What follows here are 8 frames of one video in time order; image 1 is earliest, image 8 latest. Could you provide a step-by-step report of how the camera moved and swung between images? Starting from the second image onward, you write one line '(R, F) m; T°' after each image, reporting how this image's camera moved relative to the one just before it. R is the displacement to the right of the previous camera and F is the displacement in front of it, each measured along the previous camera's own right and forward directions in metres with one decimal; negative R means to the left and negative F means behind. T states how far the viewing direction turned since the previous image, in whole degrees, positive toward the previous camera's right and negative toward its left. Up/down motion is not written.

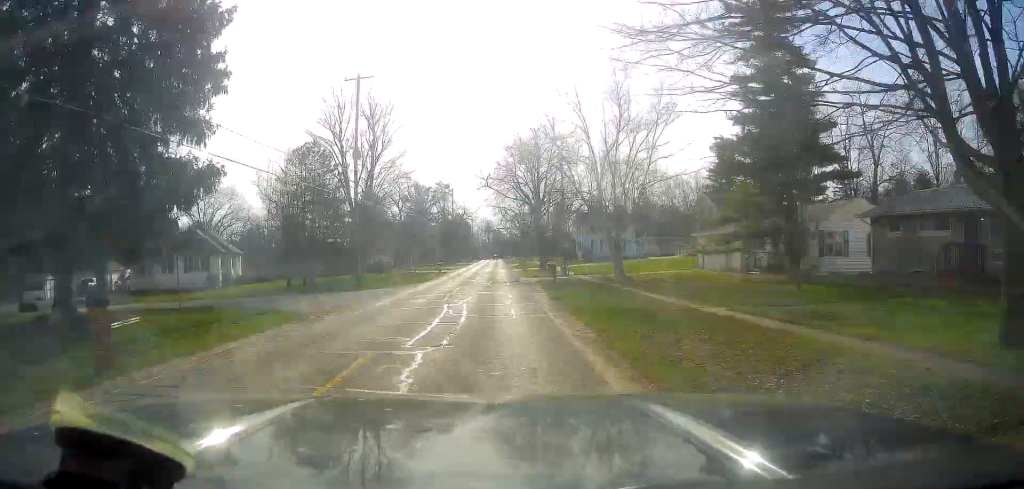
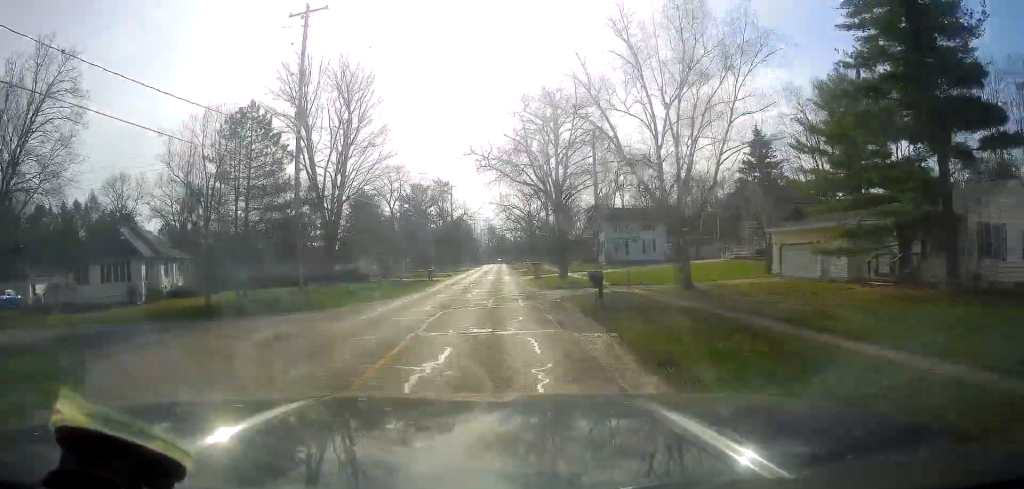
(-0.6, +13.5) m; 0°
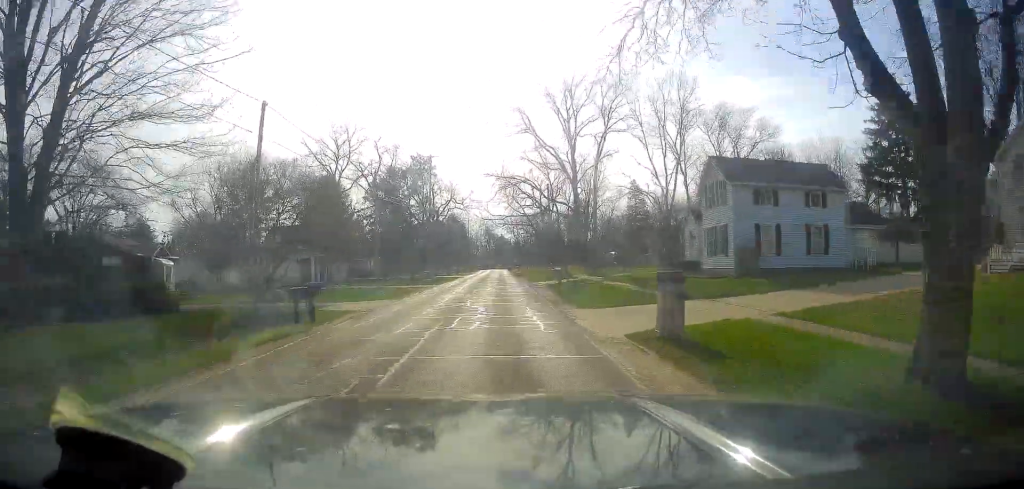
(+0.9, +37.1) m; +3°
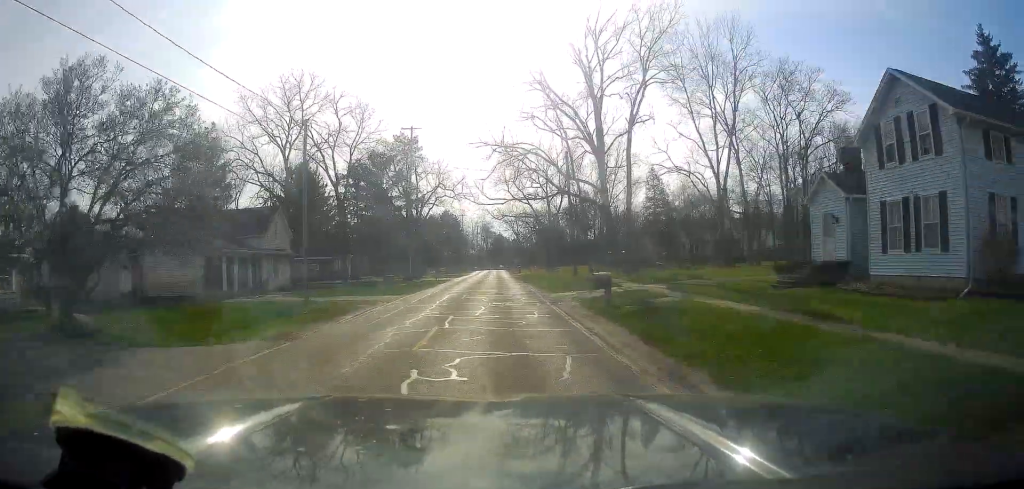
(+0.4, +17.4) m; -1°
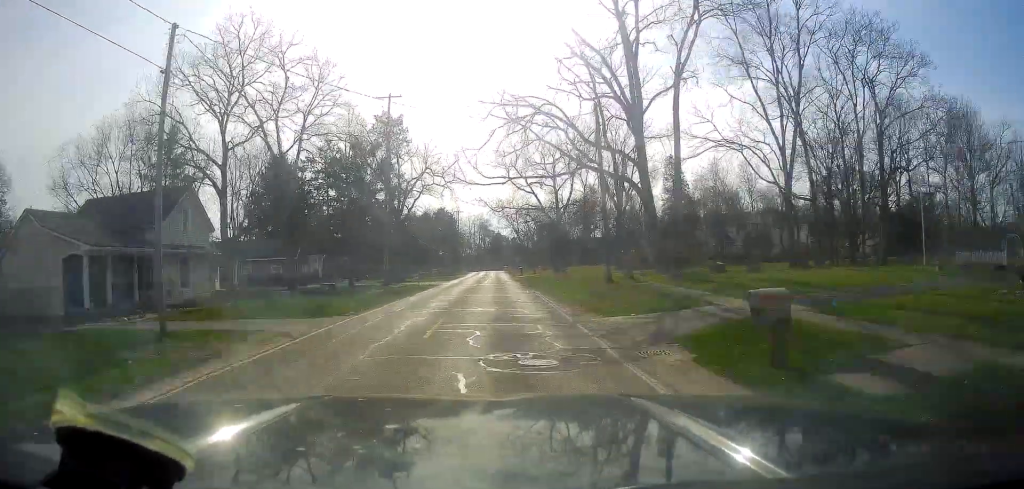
(-0.7, +13.2) m; 0°
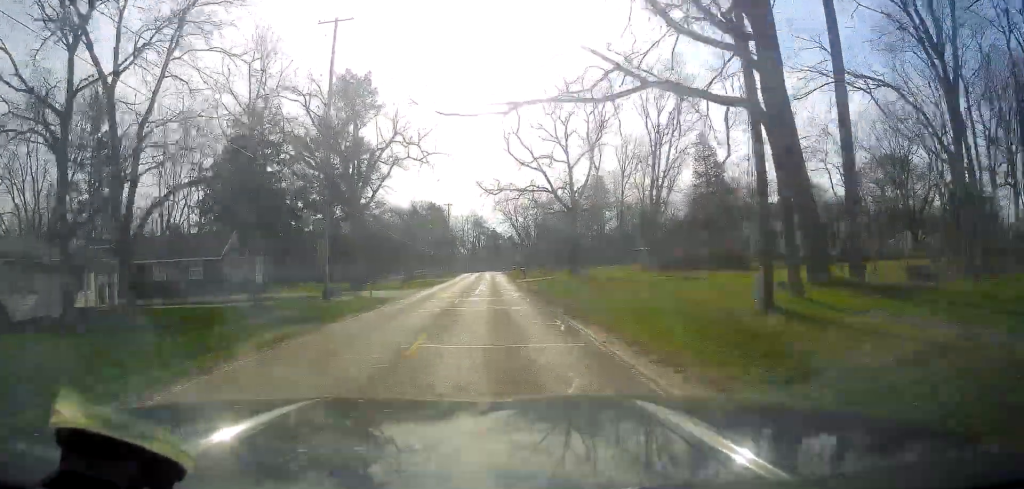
(+0.7, +17.8) m; +2°
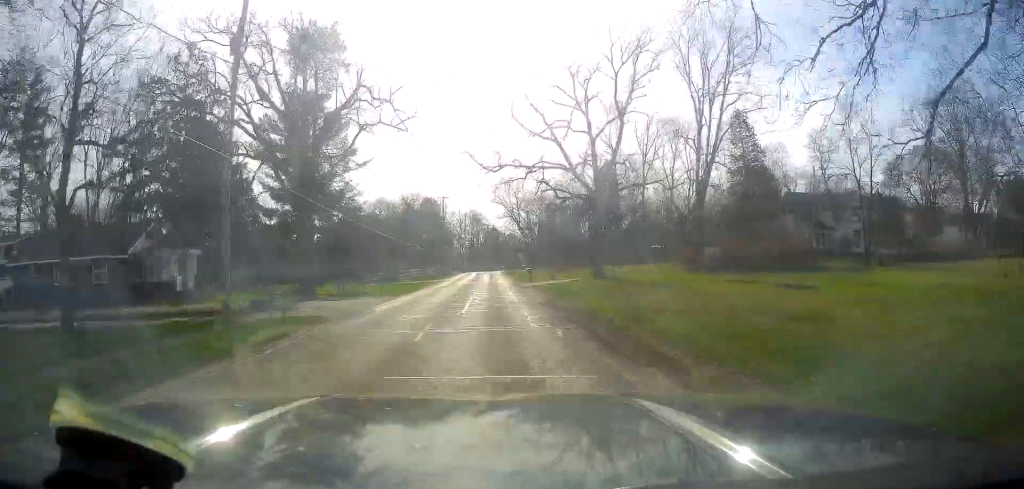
(-0.2, +13.2) m; -1°
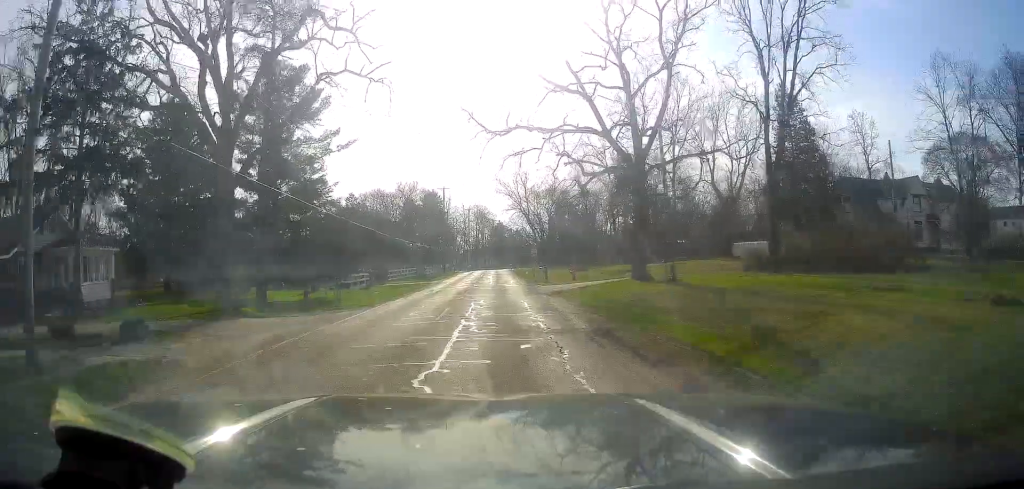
(-0.1, +10.9) m; -1°
